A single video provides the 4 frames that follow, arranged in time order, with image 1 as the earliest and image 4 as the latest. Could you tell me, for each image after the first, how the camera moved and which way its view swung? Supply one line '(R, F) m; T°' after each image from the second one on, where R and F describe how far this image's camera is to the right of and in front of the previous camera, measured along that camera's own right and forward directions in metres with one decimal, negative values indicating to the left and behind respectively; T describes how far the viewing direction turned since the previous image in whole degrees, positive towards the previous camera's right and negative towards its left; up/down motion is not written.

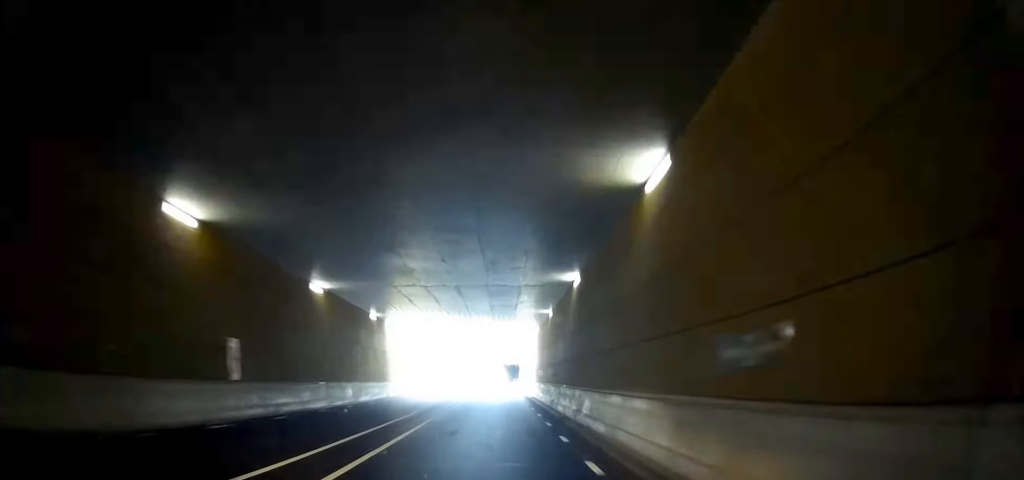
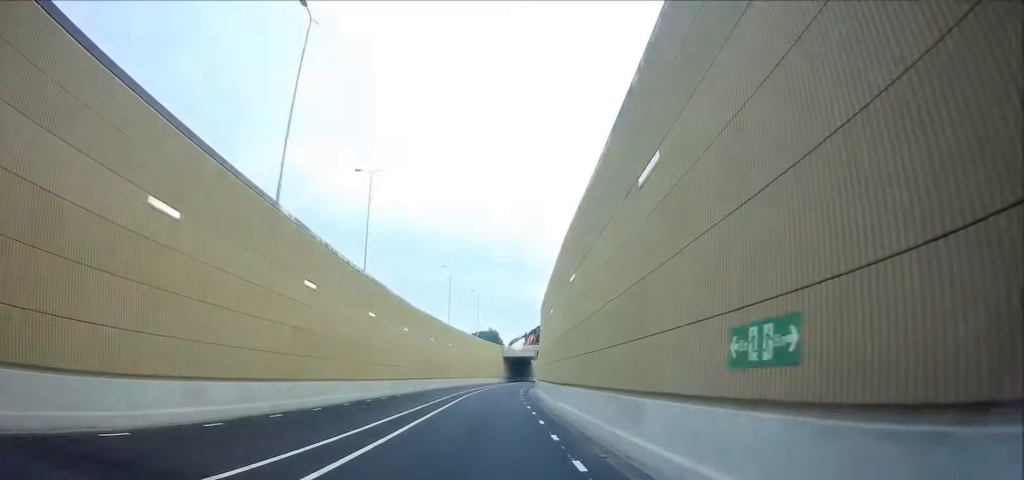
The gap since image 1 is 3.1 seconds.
(-1.8, +48.8) m; -2°
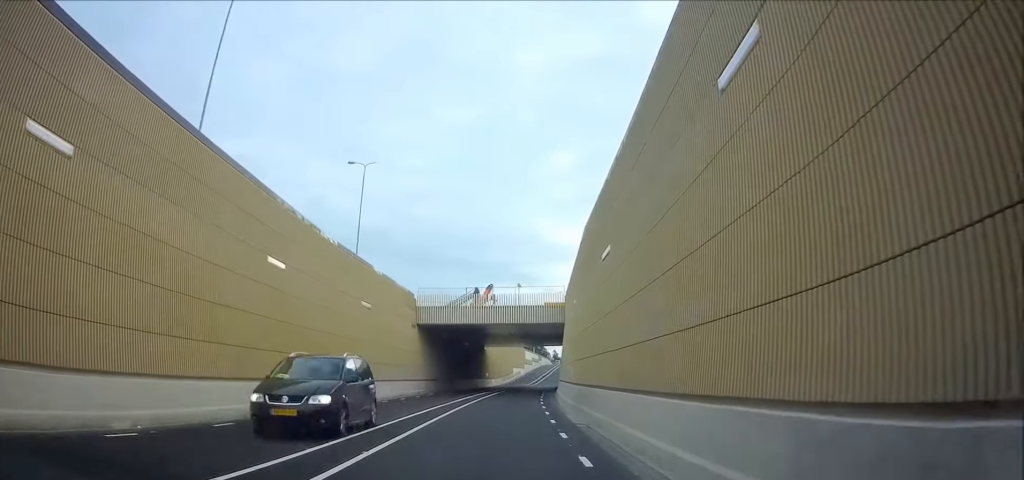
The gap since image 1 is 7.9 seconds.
(+5.2, +76.9) m; +10°
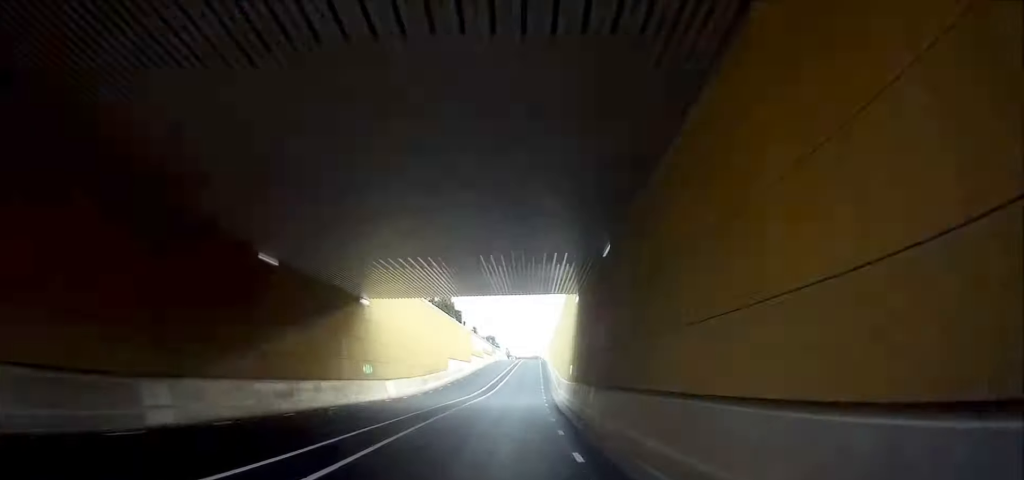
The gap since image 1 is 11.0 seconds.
(+1.9, +47.3) m; +4°
